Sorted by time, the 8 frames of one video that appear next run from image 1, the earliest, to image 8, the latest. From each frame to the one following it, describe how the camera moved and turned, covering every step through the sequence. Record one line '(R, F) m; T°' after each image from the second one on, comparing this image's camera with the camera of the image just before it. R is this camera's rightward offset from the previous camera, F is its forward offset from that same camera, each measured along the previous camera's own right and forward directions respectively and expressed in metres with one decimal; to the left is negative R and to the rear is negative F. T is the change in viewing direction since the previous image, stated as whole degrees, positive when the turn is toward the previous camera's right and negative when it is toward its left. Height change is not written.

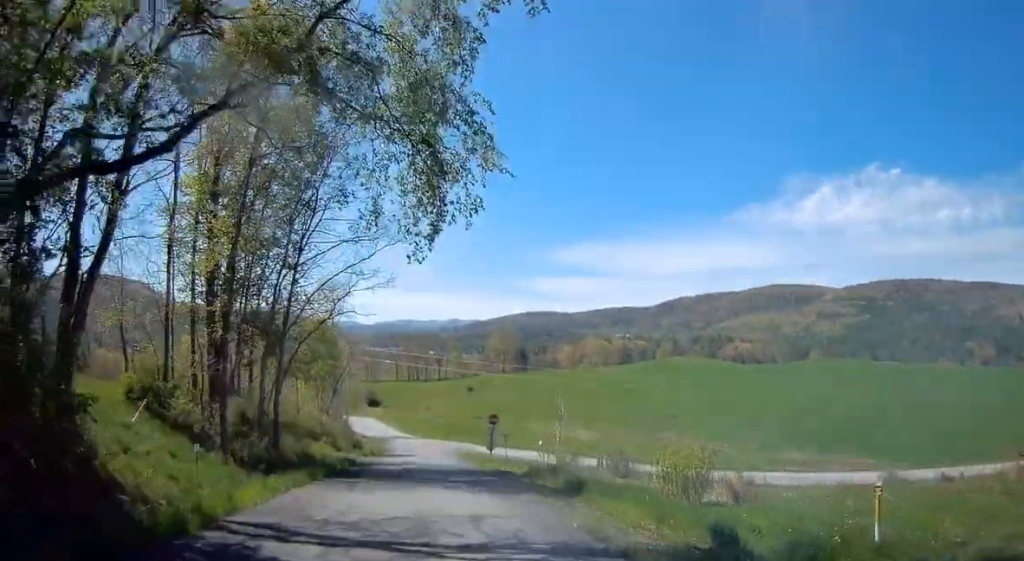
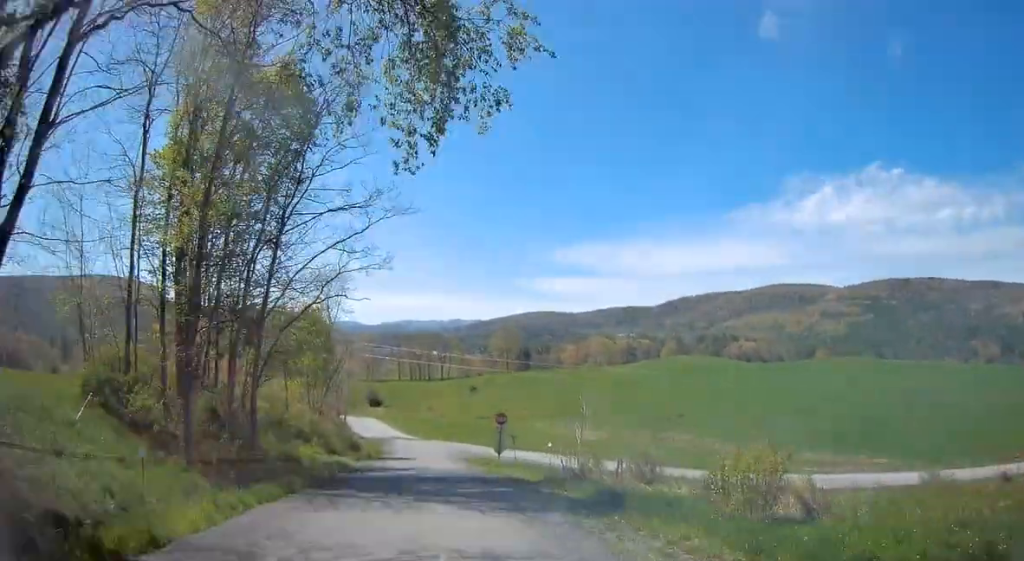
(-0.1, +3.8) m; -1°
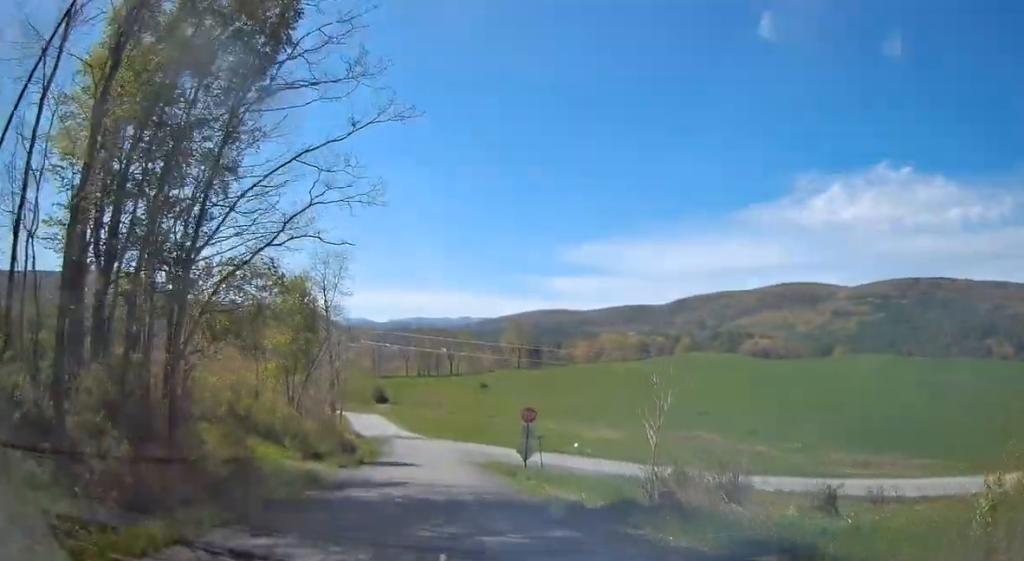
(-0.1, +8.1) m; -1°
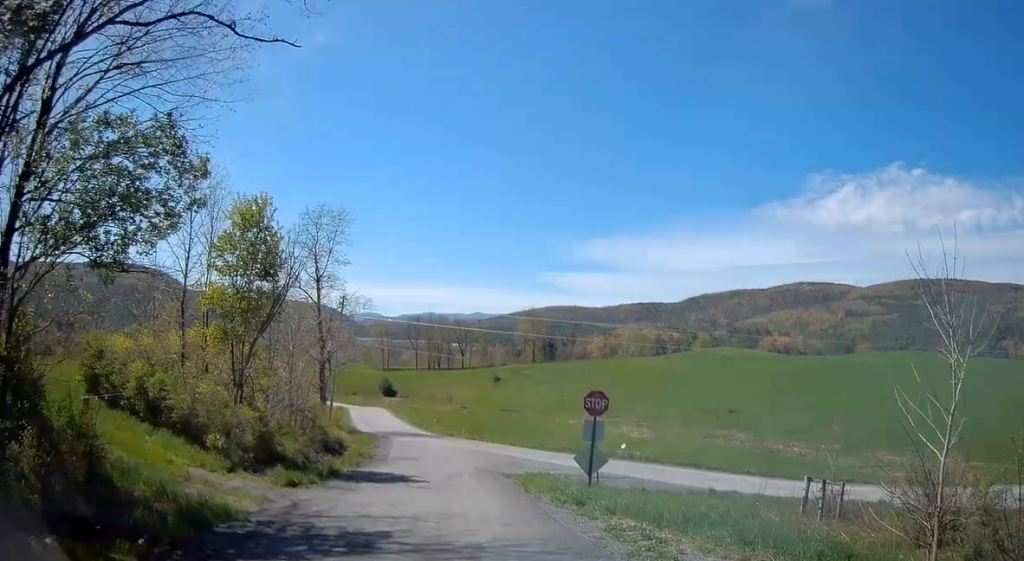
(+0.1, +10.5) m; +1°
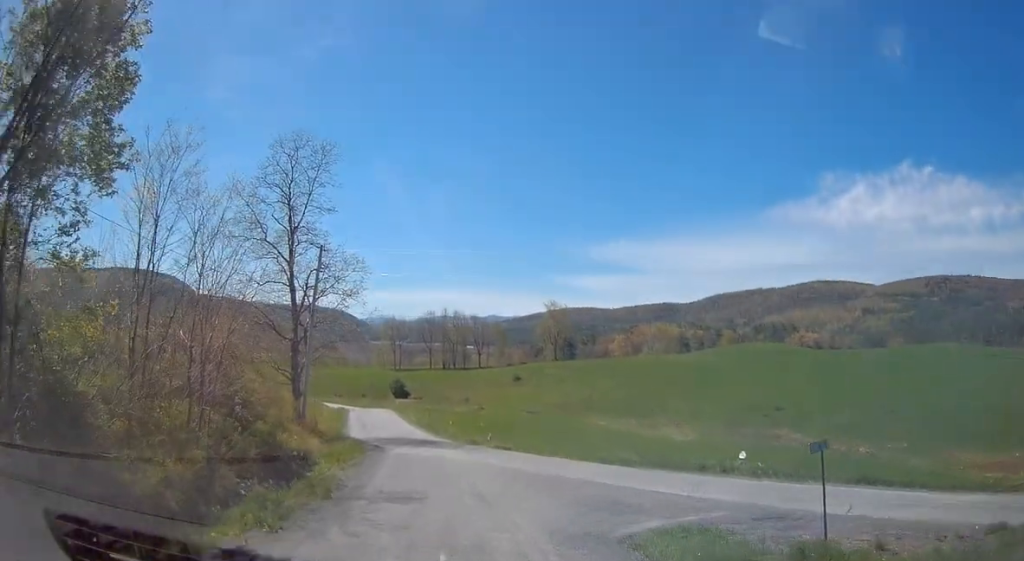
(0.0, +13.7) m; -2°
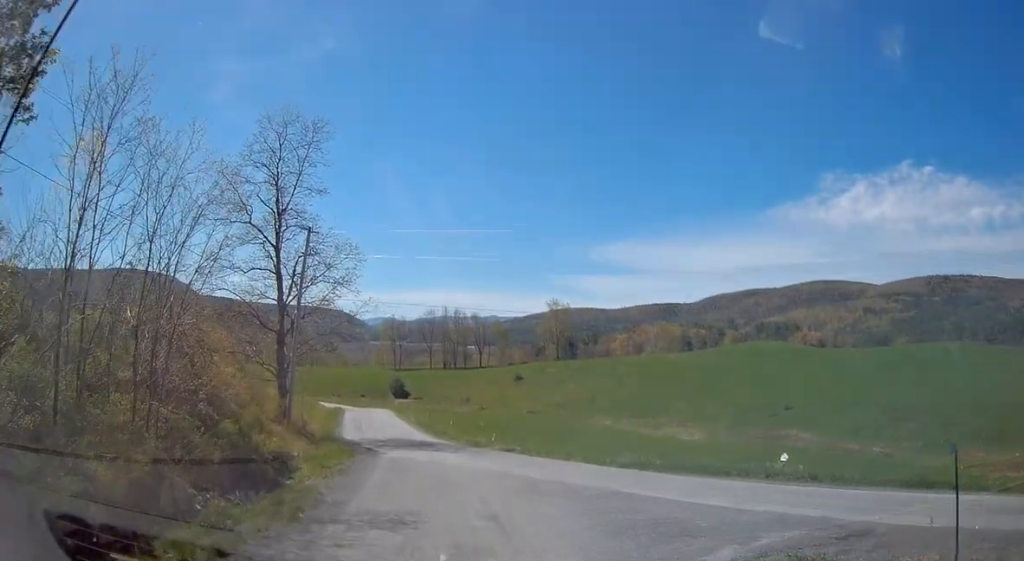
(-0.2, +3.0) m; +1°
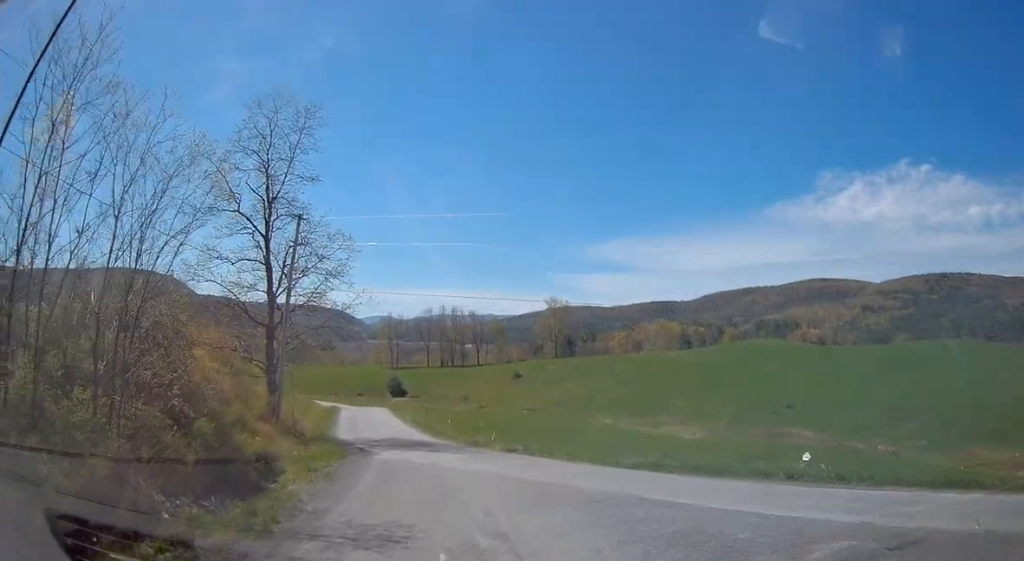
(0.0, +1.6) m; 0°
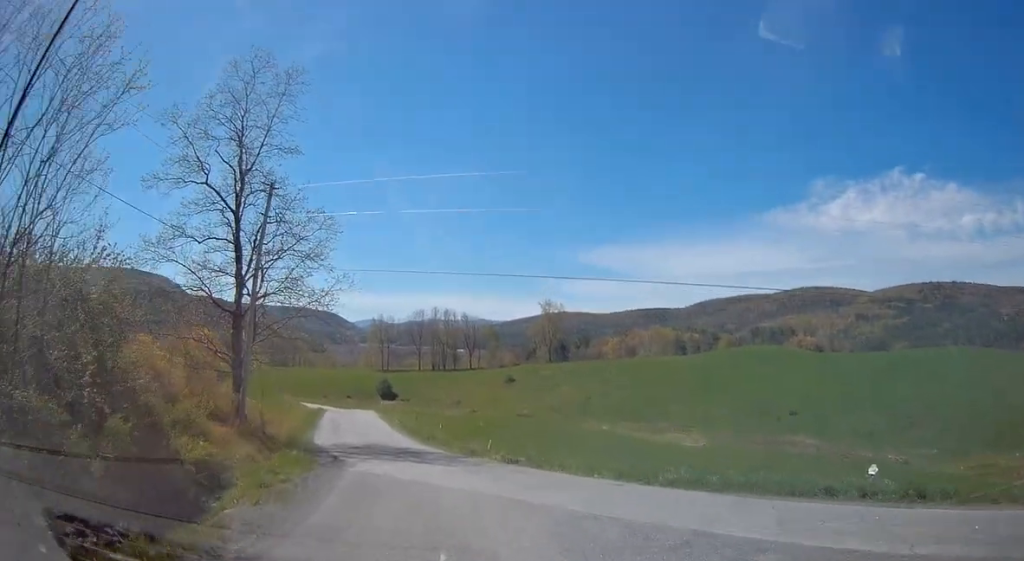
(+0.2, +4.0) m; -2°
